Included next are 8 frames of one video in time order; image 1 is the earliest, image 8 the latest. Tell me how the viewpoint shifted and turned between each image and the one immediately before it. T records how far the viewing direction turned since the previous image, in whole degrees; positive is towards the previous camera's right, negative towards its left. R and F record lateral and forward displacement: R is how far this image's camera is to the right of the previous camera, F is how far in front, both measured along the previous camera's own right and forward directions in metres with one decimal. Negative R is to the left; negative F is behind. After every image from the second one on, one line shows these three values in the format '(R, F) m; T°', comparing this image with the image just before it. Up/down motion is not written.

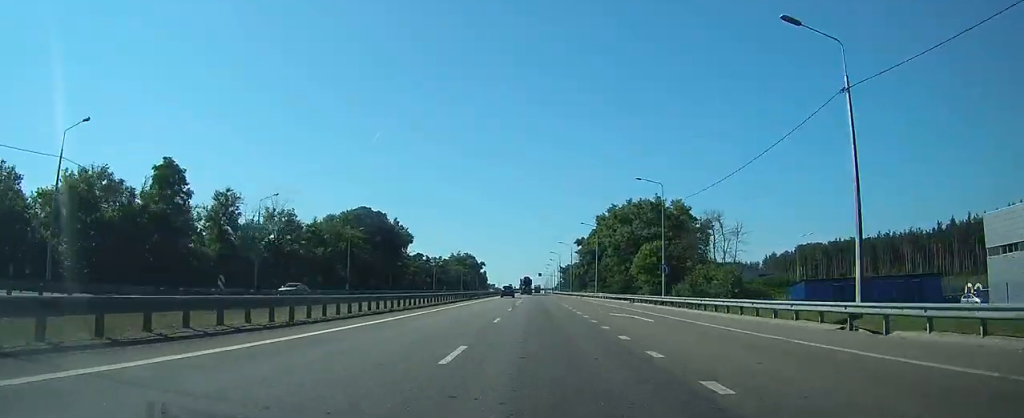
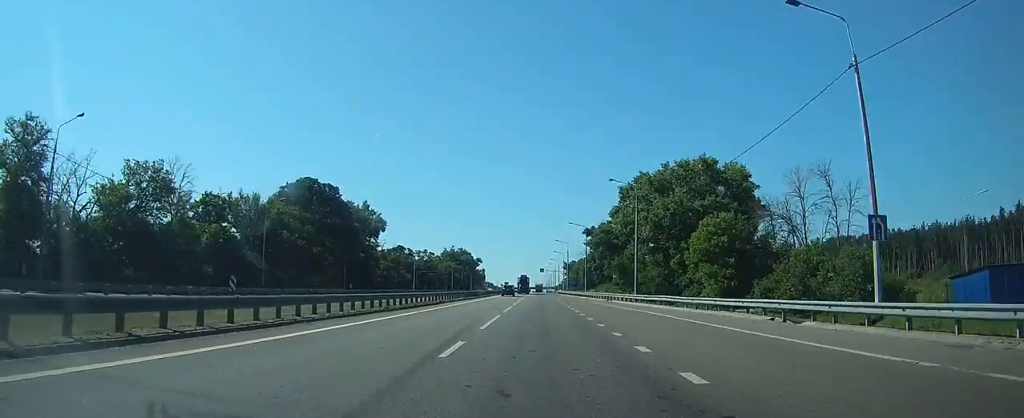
(+0.1, +34.9) m; 0°
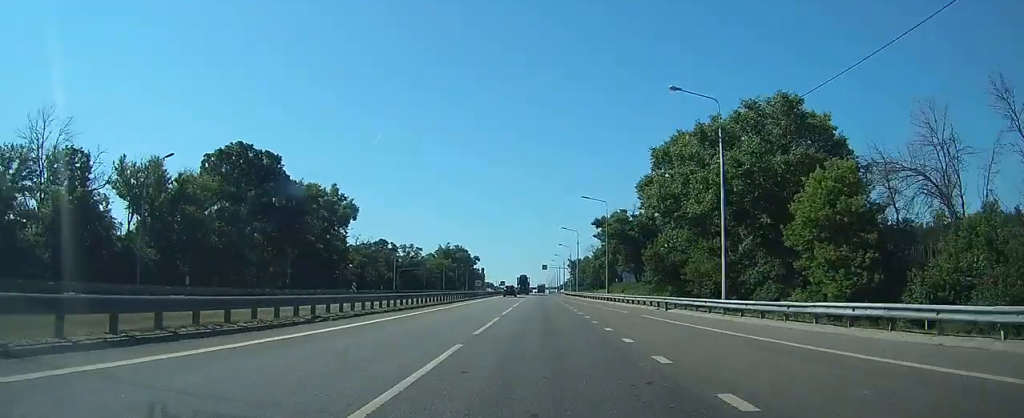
(0.0, +25.6) m; 0°
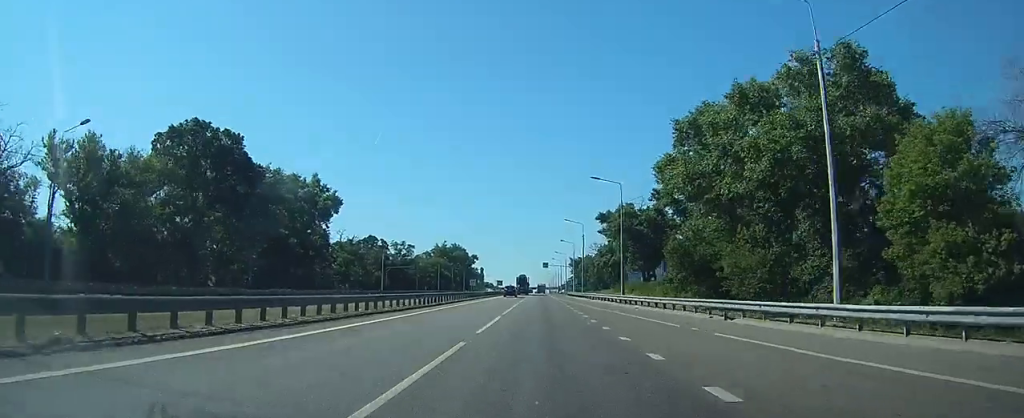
(0.0, +11.4) m; 0°
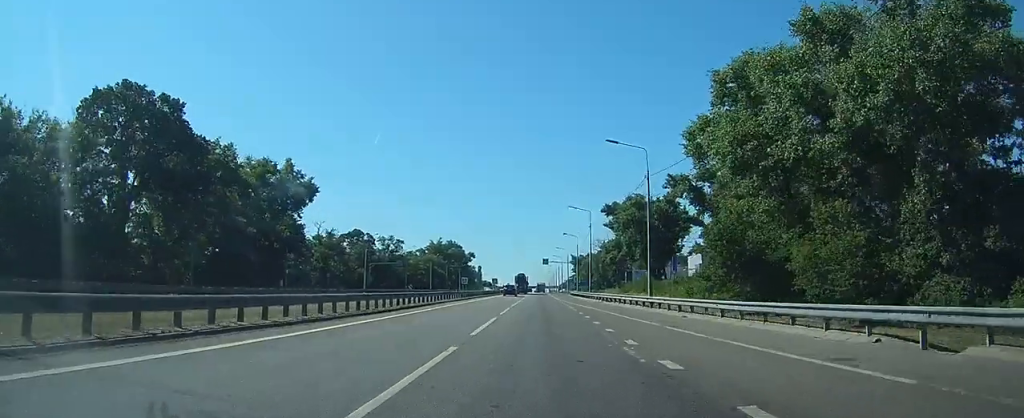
(0.0, +13.2) m; 0°
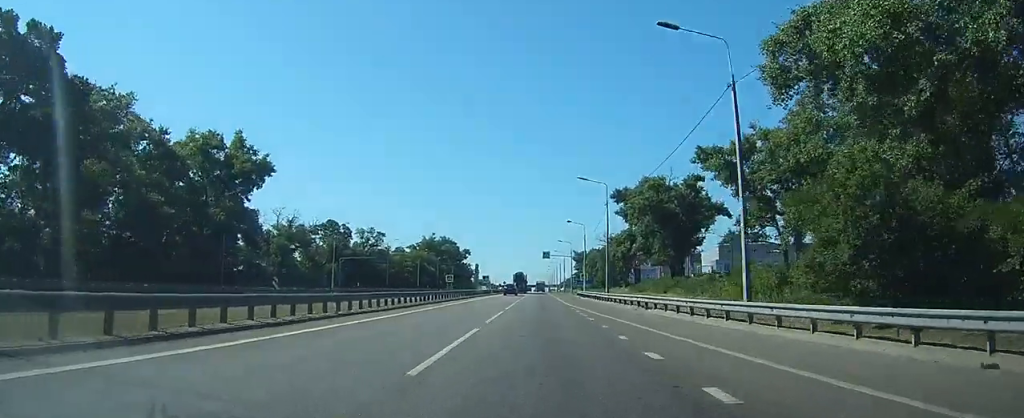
(0.0, +18.9) m; 0°
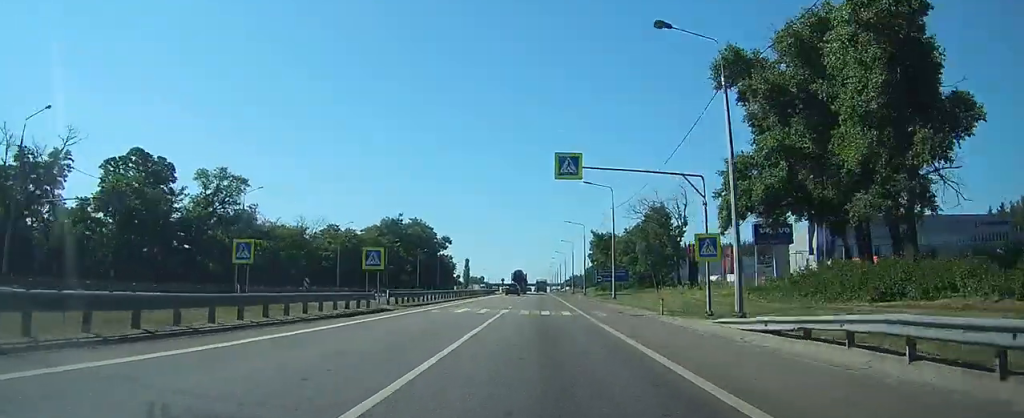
(-0.1, +70.9) m; 0°
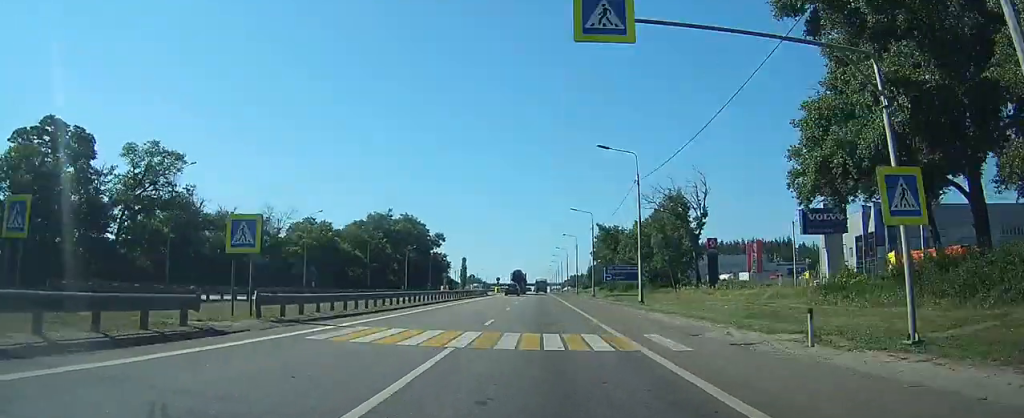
(0.0, +15.3) m; 0°
